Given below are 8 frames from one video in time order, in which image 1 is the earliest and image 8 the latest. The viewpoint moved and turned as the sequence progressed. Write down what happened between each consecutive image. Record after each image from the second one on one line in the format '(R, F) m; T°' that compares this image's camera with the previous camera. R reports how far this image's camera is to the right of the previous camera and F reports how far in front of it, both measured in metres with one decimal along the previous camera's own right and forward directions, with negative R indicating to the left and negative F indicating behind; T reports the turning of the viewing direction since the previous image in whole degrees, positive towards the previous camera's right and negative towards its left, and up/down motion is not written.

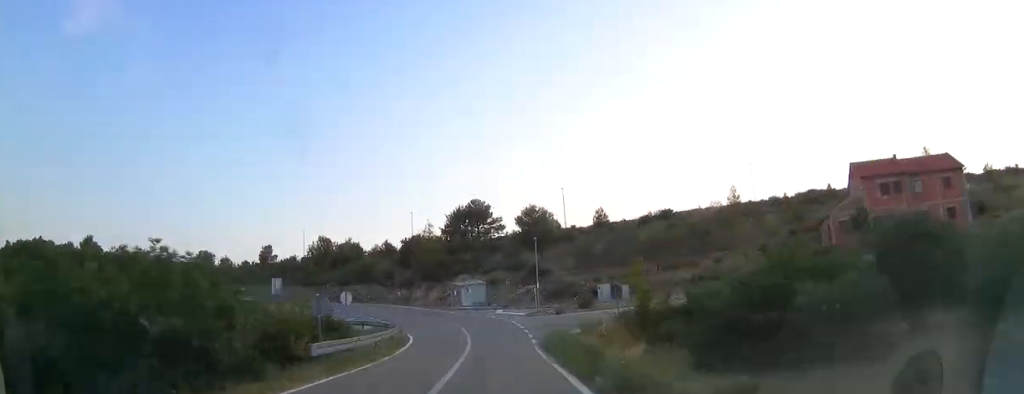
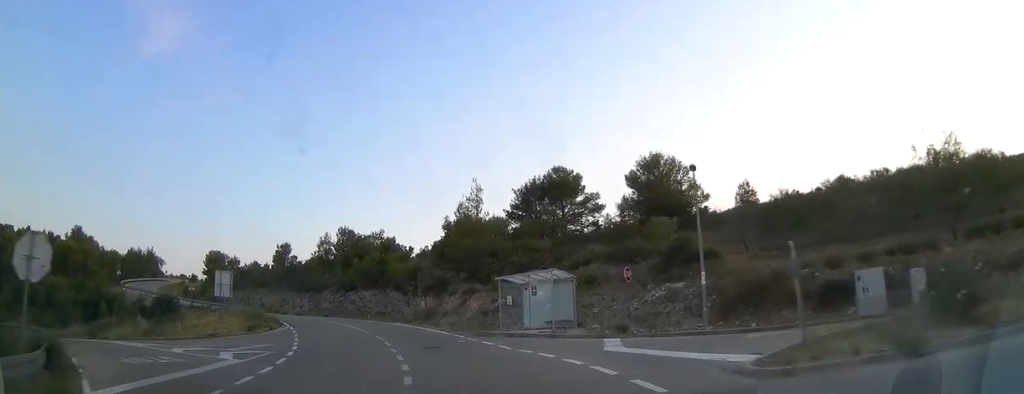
(-0.4, +28.6) m; -9°
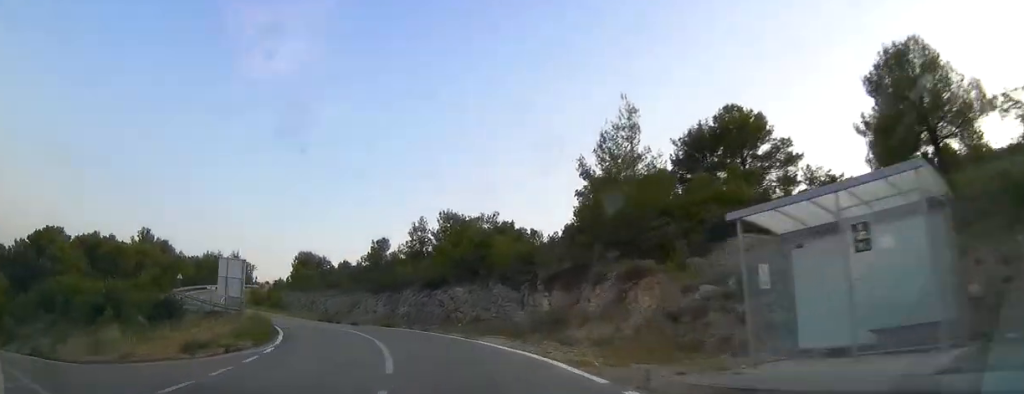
(-0.6, +17.1) m; -12°
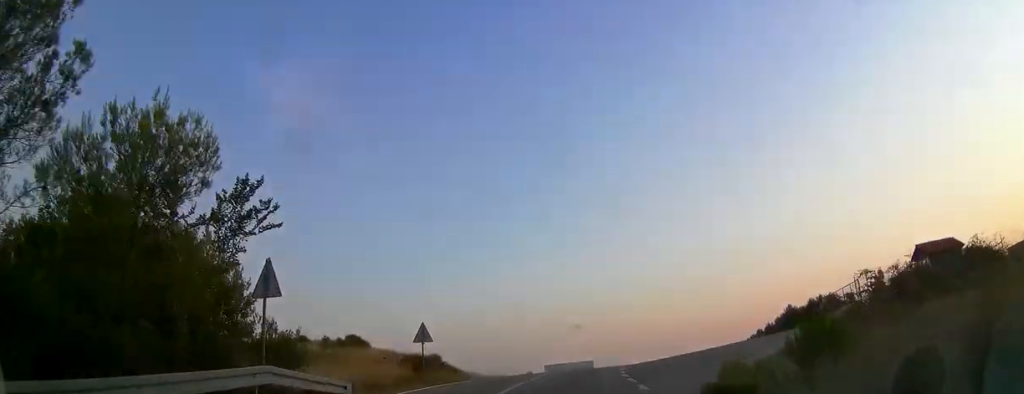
(-40.7, +95.3) m; -5°
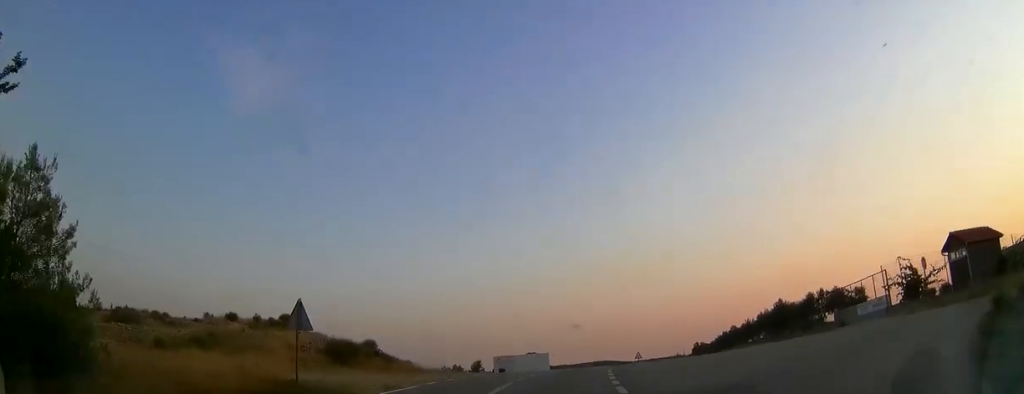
(0.0, +8.7) m; +5°
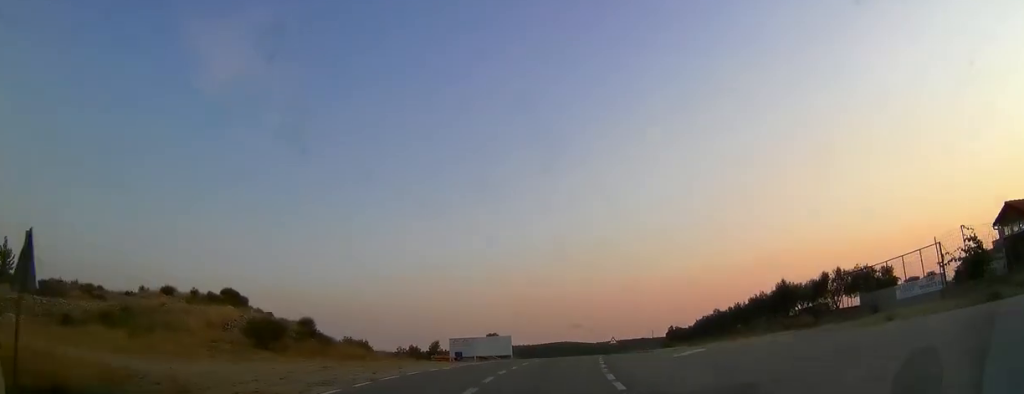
(-0.7, +8.1) m; +4°
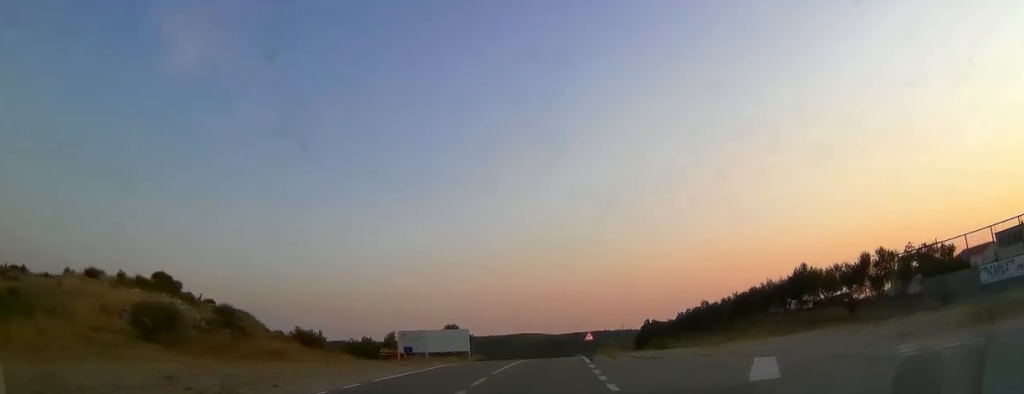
(+1.4, +8.8) m; +4°
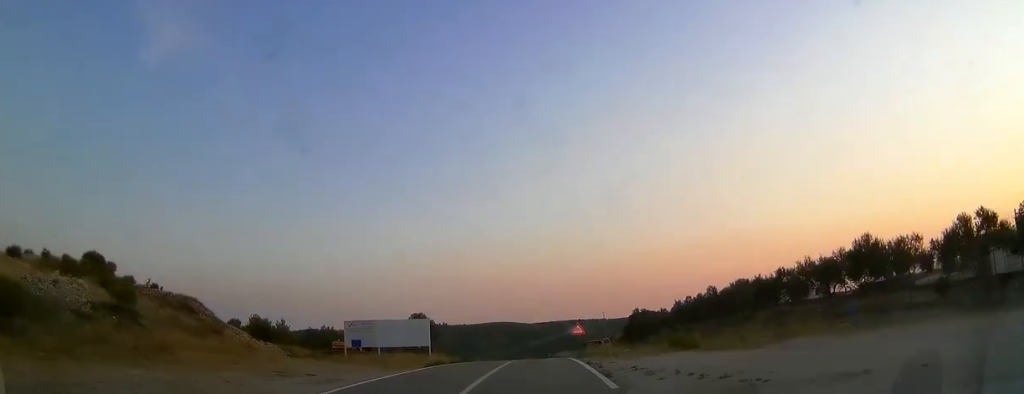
(+0.8, +8.9) m; +4°
